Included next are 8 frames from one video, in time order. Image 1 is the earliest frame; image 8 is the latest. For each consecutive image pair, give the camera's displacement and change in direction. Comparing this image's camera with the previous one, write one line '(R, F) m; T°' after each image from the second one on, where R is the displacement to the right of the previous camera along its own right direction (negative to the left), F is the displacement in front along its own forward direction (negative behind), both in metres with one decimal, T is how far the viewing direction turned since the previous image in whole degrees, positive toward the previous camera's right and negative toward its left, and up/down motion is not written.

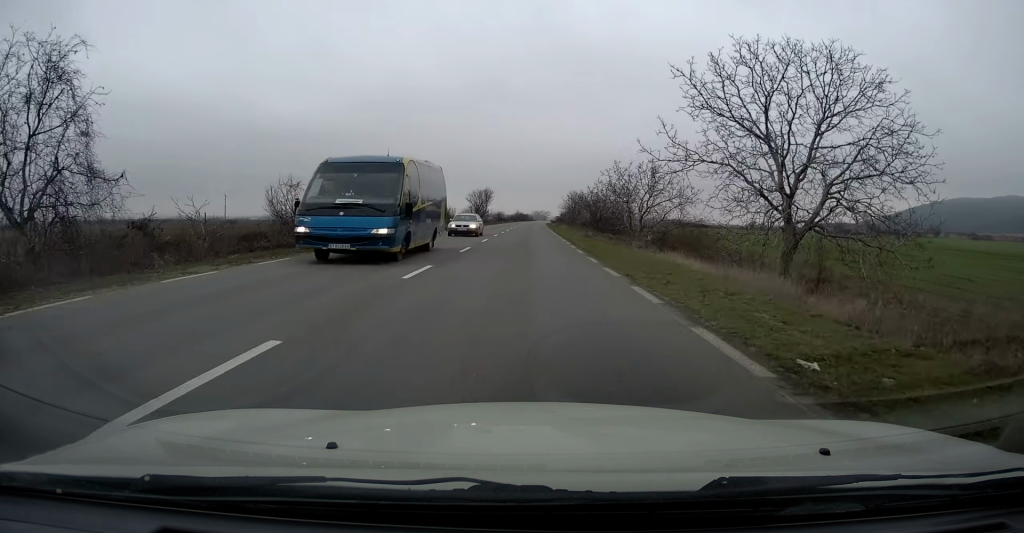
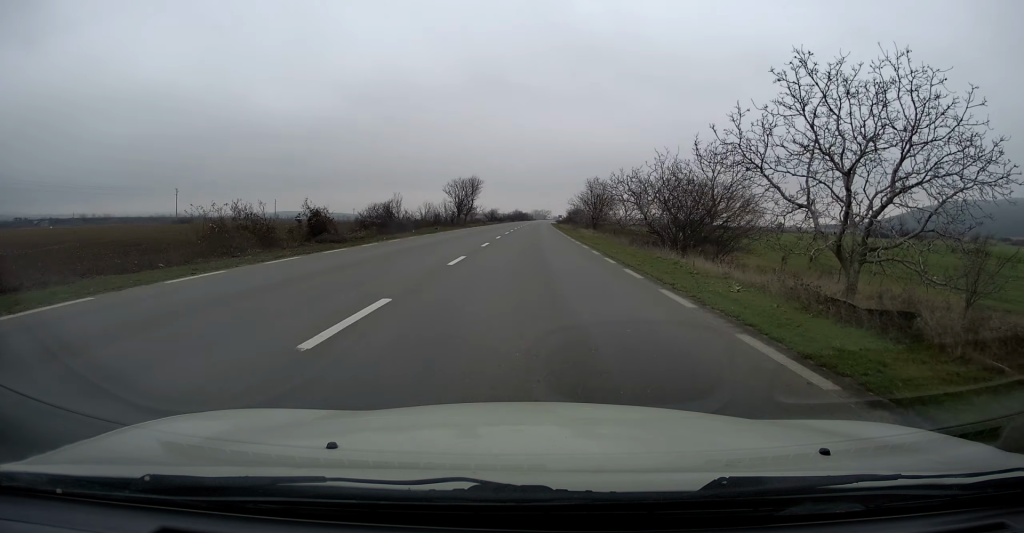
(0.0, +32.8) m; 0°
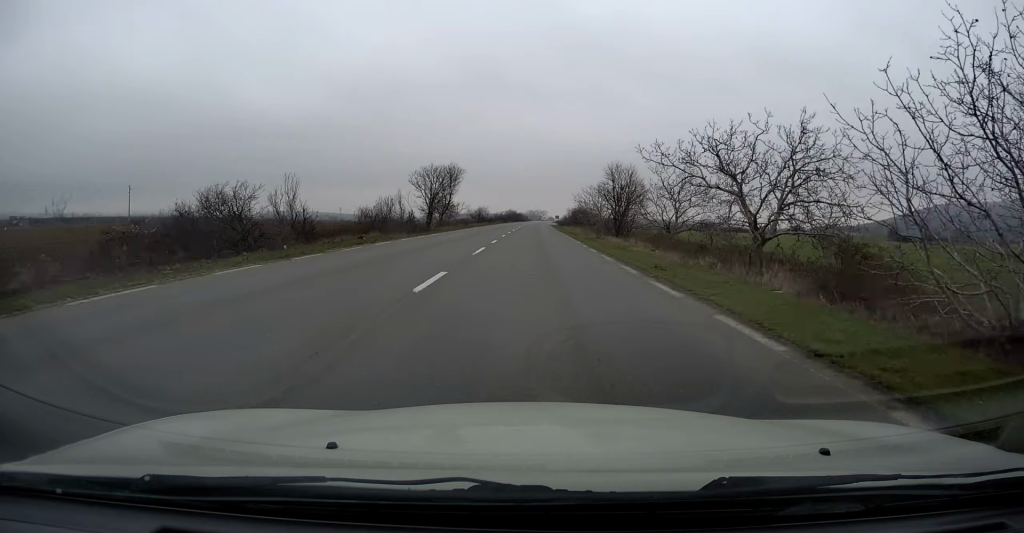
(+0.1, +22.9) m; 0°
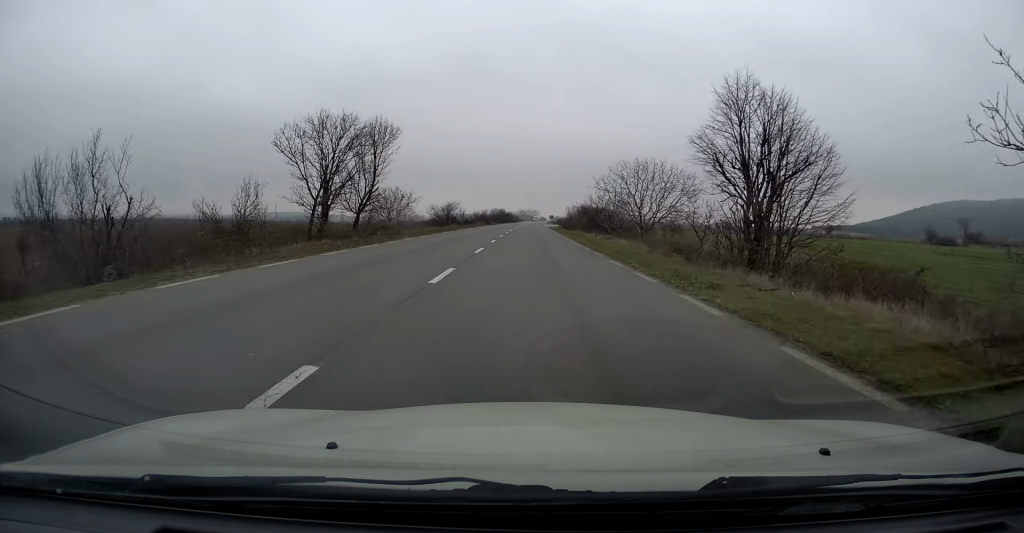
(+0.2, +34.3) m; +1°
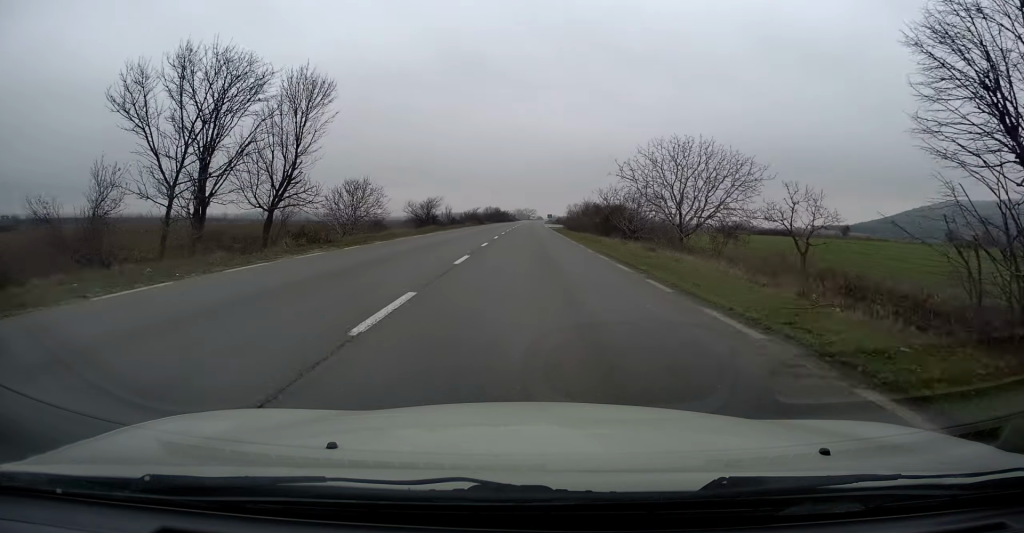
(+0.2, +13.7) m; 0°
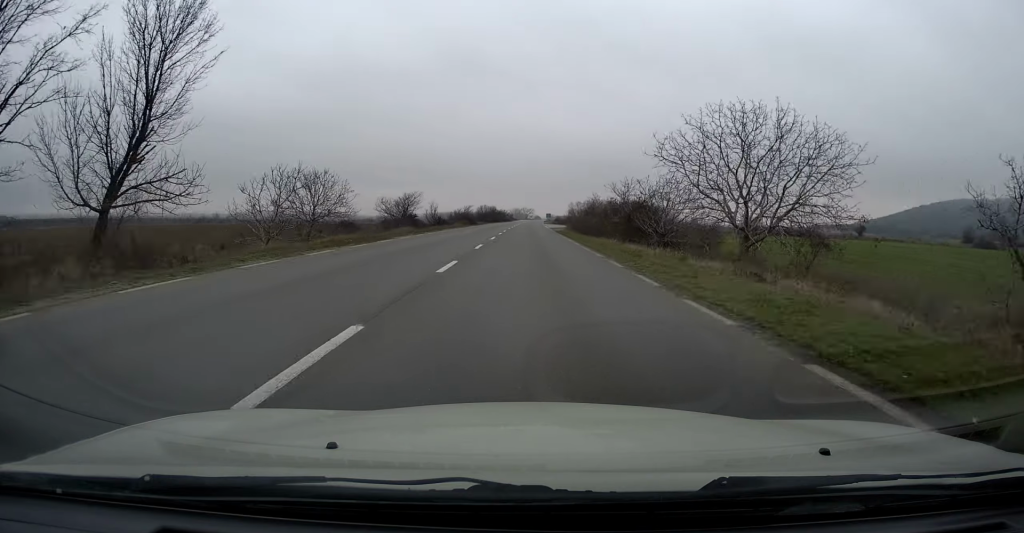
(-0.1, +11.4) m; 0°
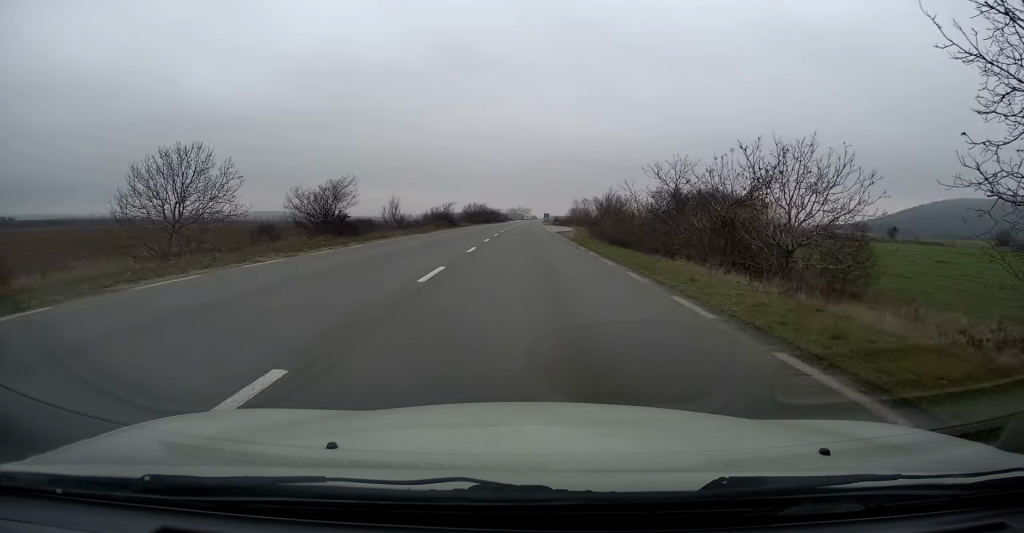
(-0.1, +19.8) m; 0°
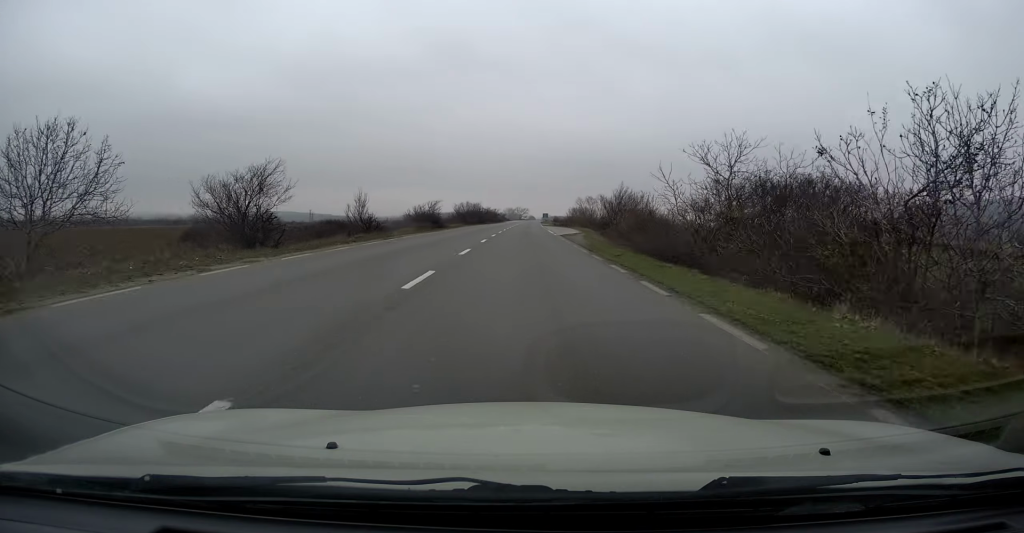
(+0.1, +9.9) m; +1°
